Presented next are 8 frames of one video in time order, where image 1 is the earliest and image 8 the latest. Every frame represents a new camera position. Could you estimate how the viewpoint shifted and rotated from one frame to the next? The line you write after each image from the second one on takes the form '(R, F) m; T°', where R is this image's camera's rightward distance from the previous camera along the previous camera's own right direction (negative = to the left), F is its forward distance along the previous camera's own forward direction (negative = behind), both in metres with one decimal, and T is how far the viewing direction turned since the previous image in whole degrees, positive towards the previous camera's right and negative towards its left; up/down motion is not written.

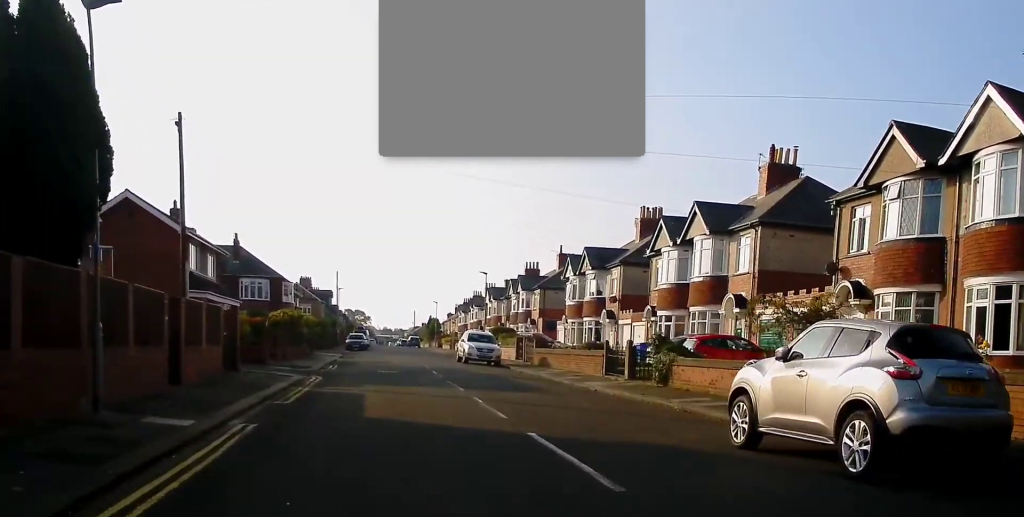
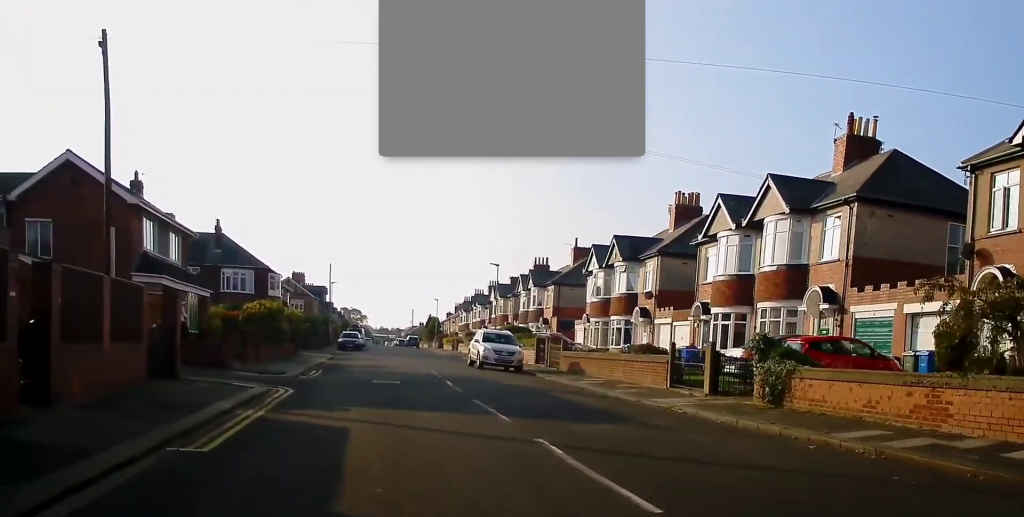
(0.0, +7.1) m; 0°
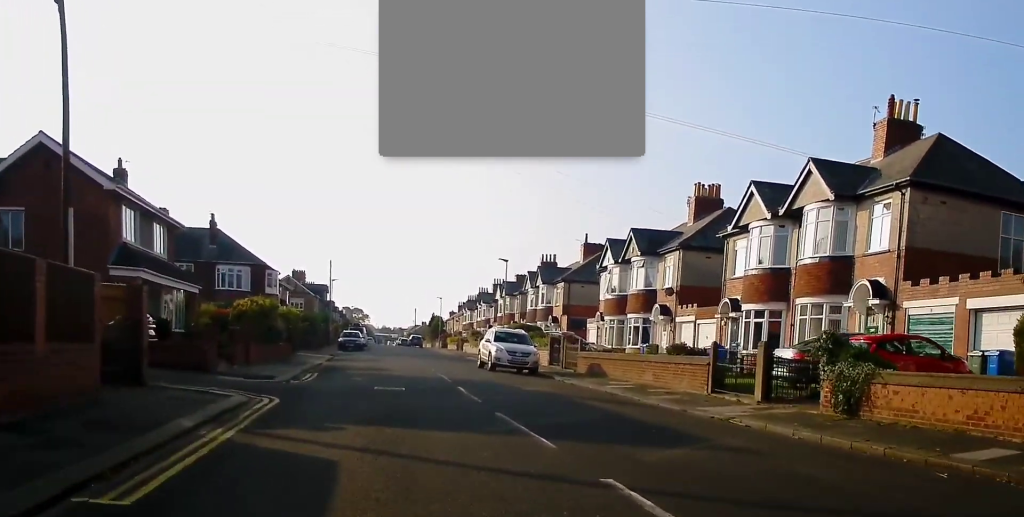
(0.0, +2.8) m; +1°
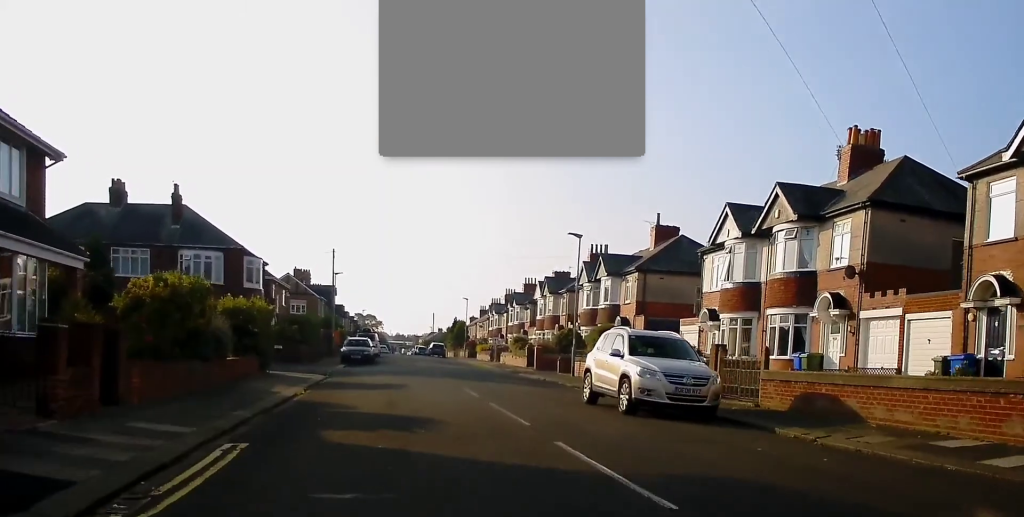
(-0.5, +15.3) m; -4°
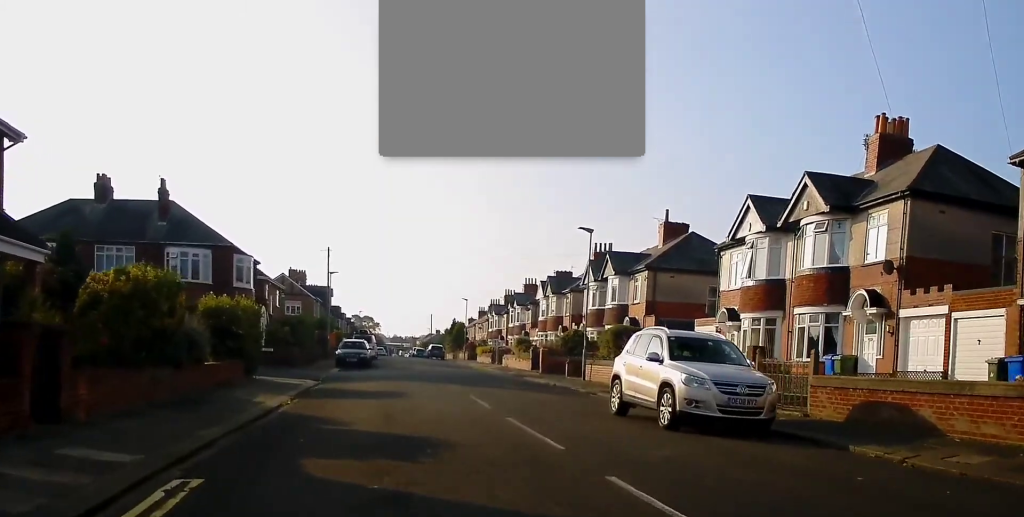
(+0.1, +2.3) m; +1°
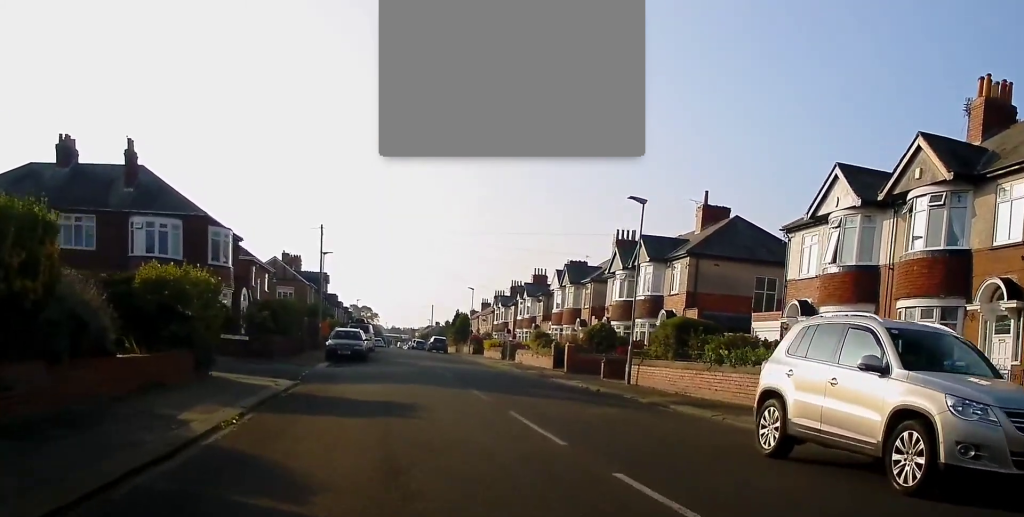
(+0.2, +6.2) m; +2°
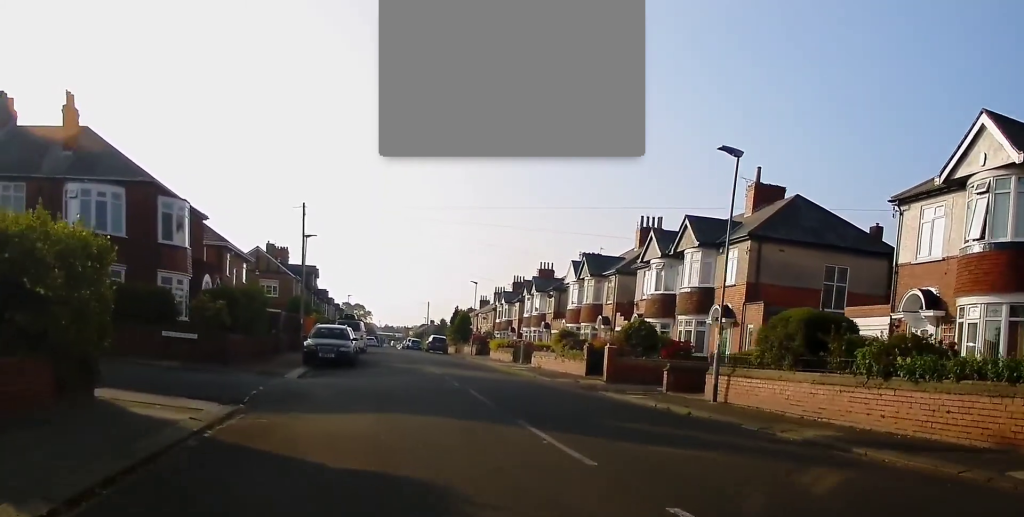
(0.0, +7.6) m; 0°
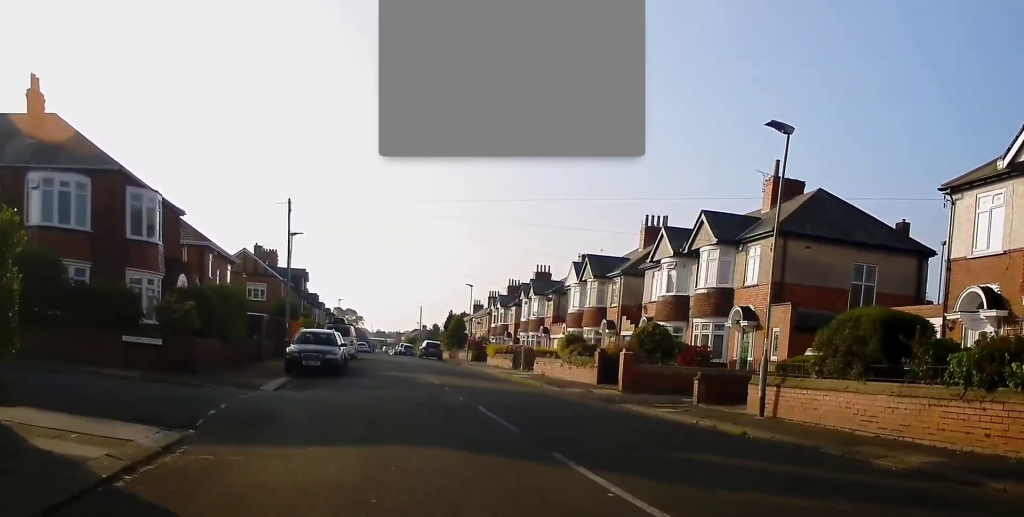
(0.0, +2.9) m; 0°
